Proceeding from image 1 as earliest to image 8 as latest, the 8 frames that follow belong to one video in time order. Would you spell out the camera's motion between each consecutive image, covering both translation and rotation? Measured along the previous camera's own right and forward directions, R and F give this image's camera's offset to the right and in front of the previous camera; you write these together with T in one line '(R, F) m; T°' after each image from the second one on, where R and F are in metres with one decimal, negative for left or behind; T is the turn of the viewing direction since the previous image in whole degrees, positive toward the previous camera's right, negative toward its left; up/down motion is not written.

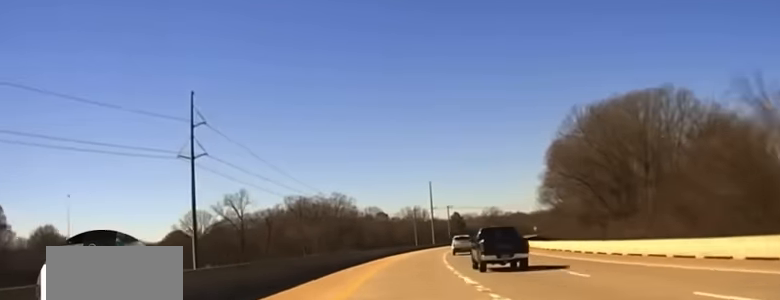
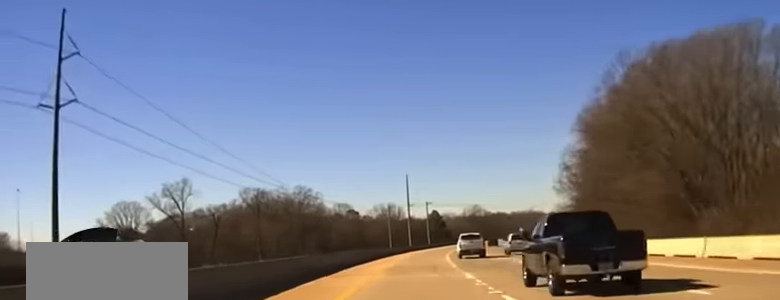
(+0.7, +34.1) m; +2°
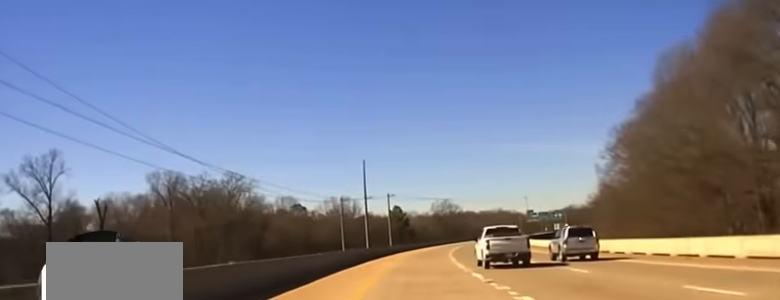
(+0.7, +49.4) m; +3°
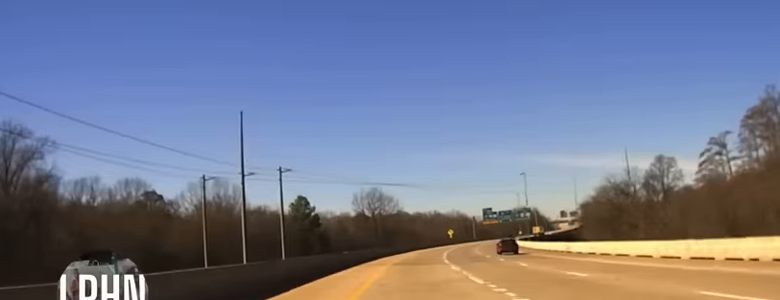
(+5.5, +87.5) m; +6°
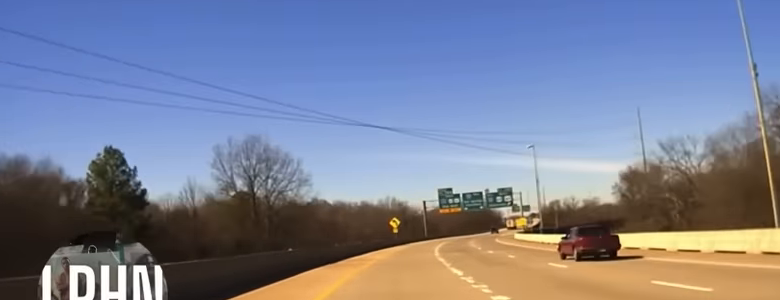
(+3.5, +84.7) m; +5°
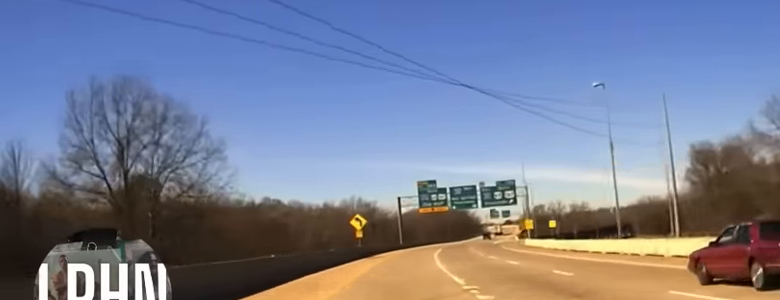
(+1.1, +39.0) m; +3°
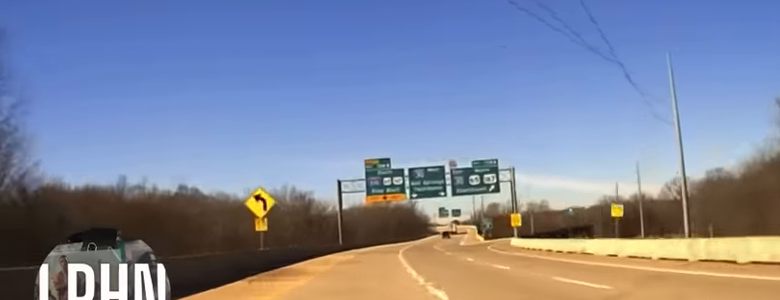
(+0.8, +33.3) m; +3°
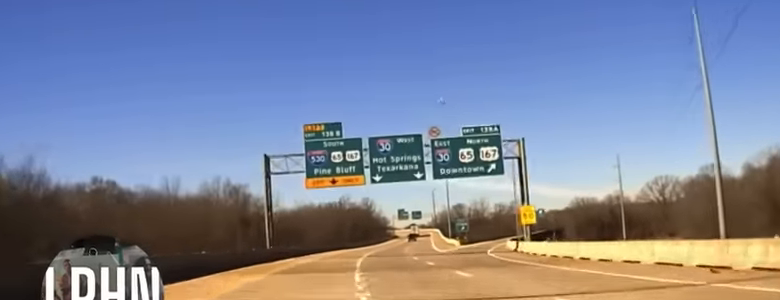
(+0.3, +30.3) m; +4°
